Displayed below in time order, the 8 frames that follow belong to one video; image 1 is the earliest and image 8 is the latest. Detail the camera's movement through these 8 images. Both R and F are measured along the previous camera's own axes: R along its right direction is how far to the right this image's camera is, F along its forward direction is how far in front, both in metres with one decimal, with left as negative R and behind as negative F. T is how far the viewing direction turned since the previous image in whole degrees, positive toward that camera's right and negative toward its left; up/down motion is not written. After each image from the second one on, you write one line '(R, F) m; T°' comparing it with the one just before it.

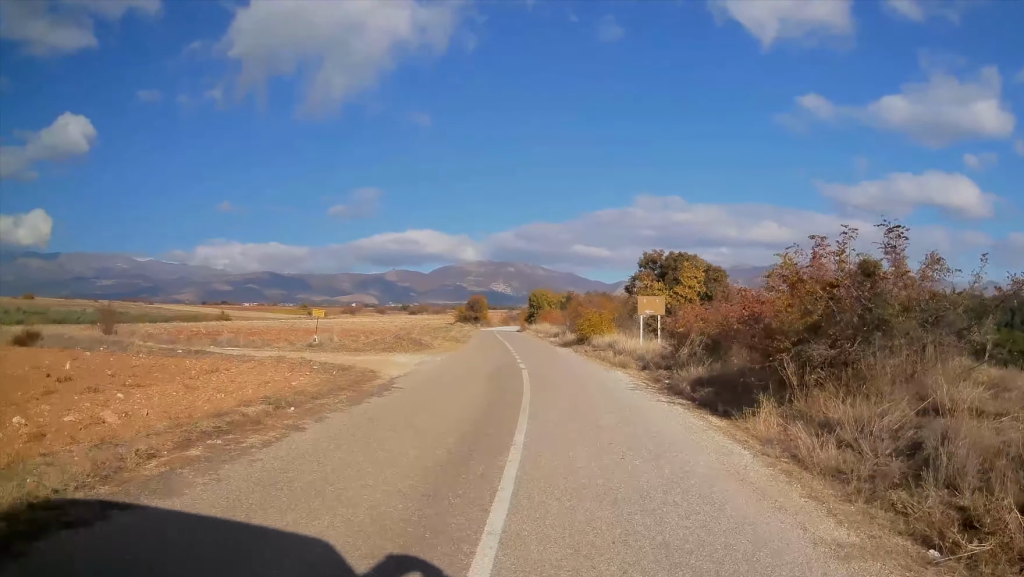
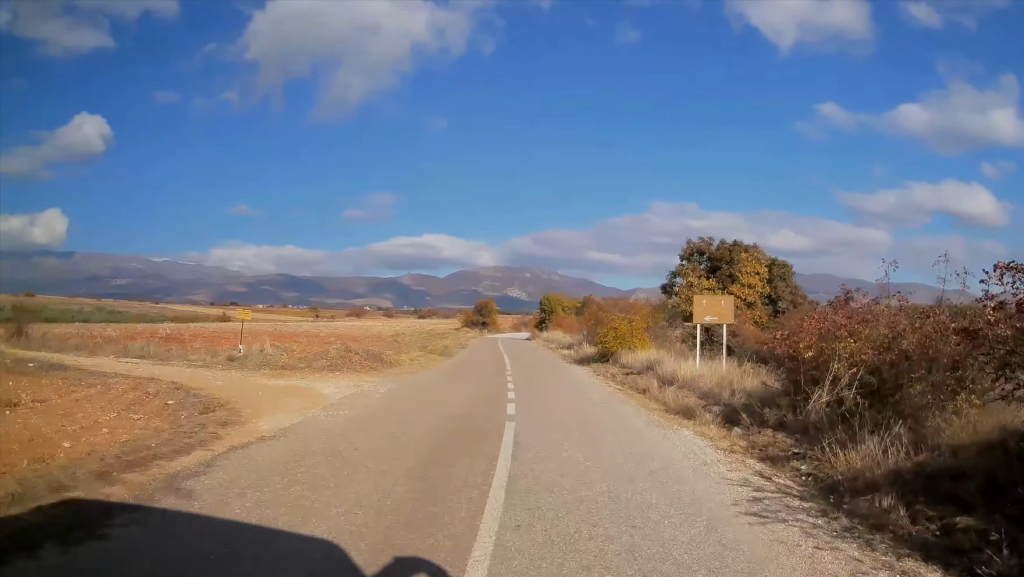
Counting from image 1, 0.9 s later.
(-0.2, +8.8) m; -2°
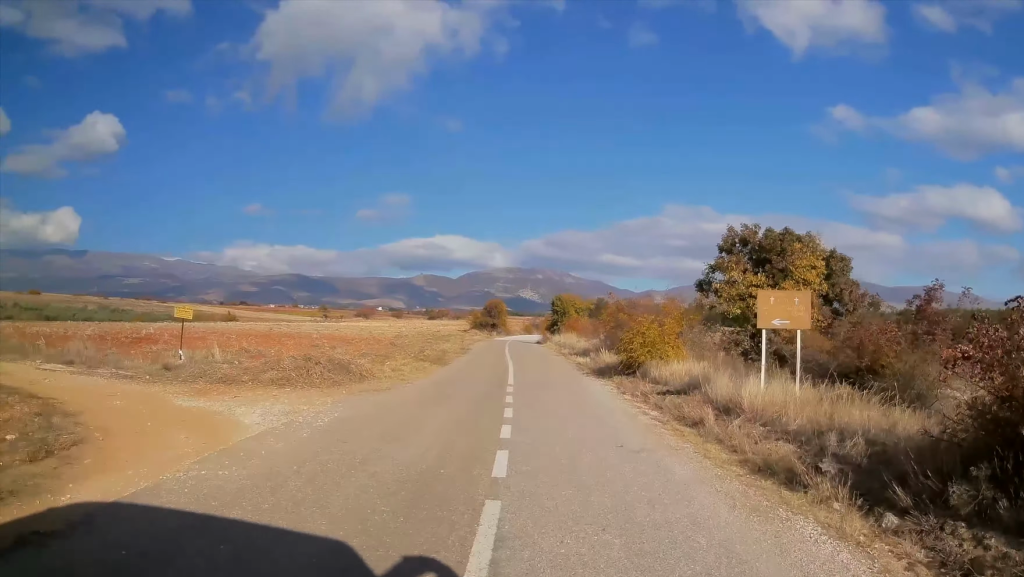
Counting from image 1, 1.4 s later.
(0.0, +4.5) m; -1°
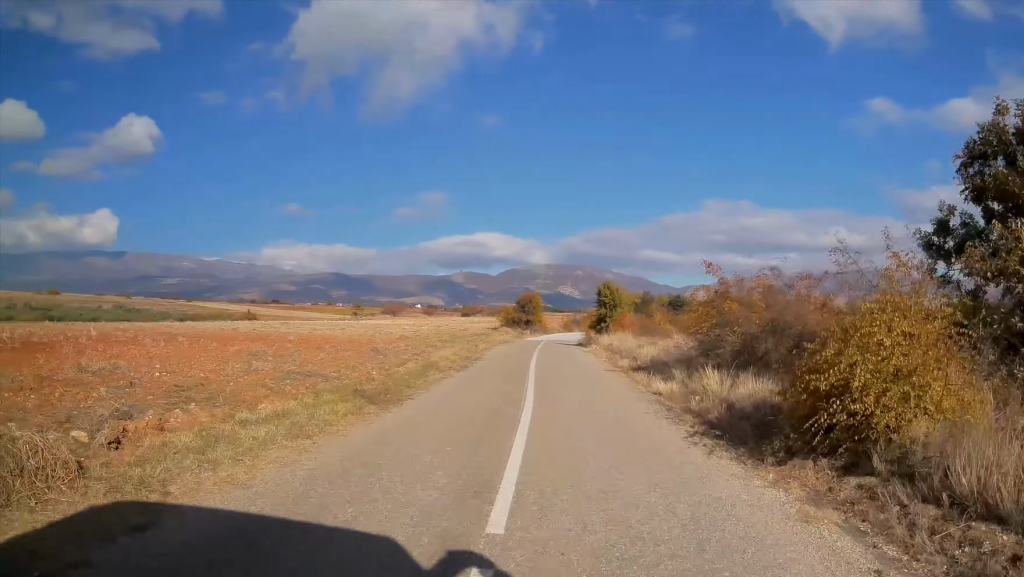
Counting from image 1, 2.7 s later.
(-0.2, +12.7) m; -3°
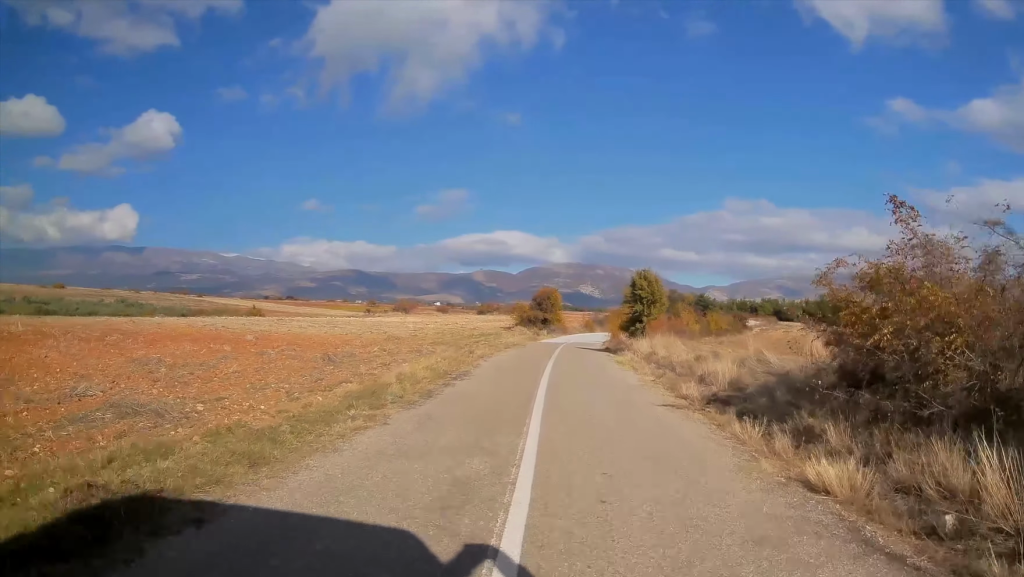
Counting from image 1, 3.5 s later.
(-0.2, +8.6) m; -2°
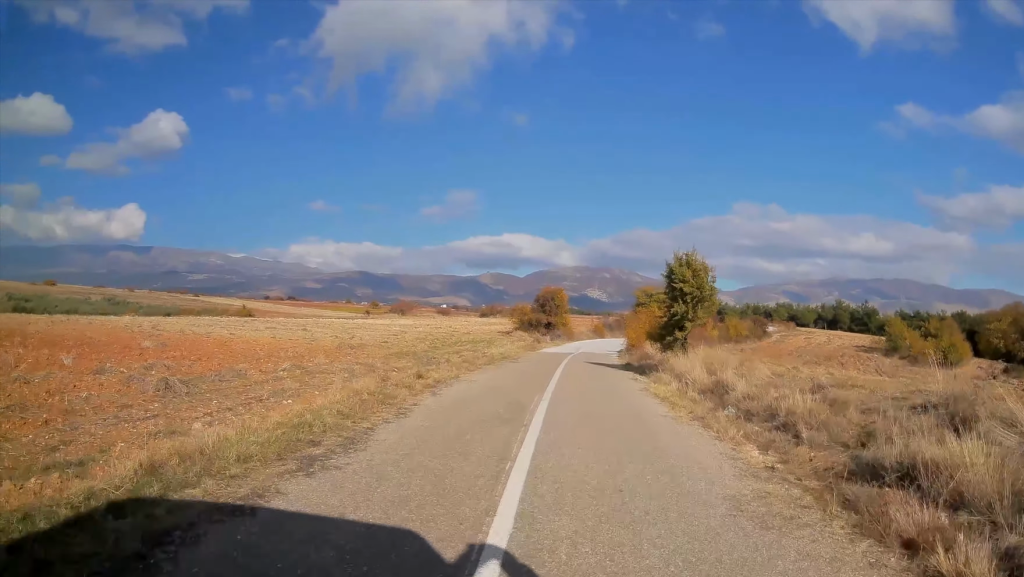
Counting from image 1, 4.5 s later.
(-0.1, +9.5) m; -1°
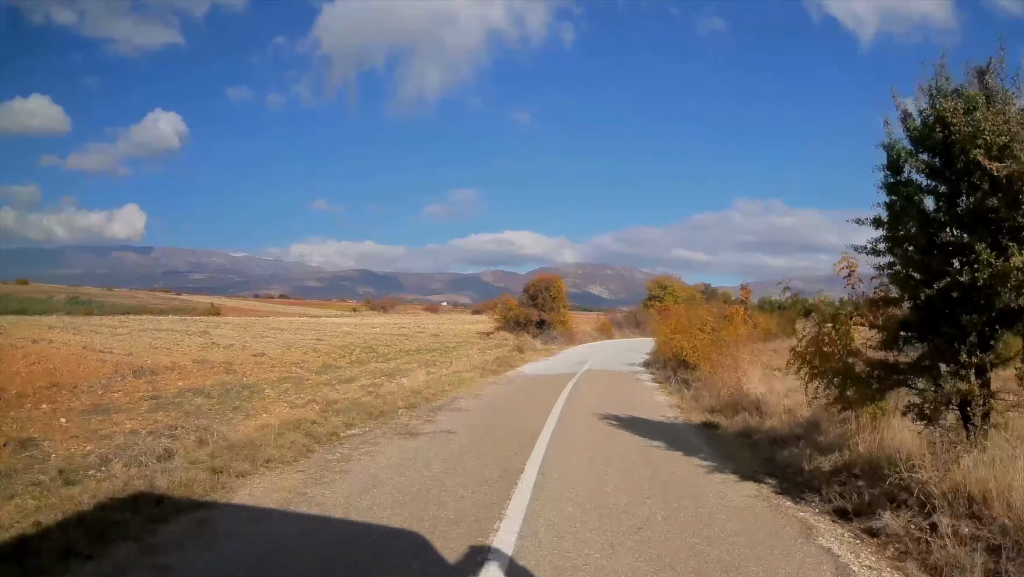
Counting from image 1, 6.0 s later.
(-0.1, +16.0) m; 0°
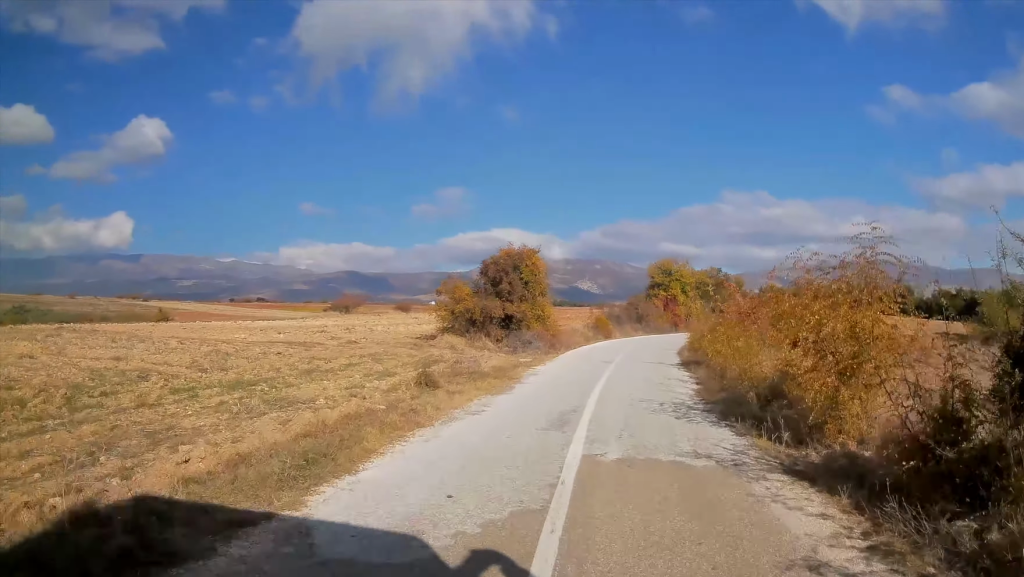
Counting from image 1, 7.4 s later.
(+0.1, +16.8) m; +1°
